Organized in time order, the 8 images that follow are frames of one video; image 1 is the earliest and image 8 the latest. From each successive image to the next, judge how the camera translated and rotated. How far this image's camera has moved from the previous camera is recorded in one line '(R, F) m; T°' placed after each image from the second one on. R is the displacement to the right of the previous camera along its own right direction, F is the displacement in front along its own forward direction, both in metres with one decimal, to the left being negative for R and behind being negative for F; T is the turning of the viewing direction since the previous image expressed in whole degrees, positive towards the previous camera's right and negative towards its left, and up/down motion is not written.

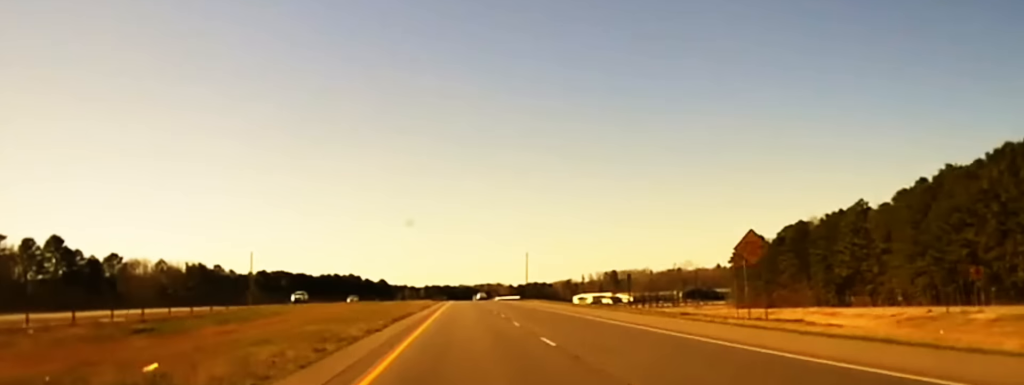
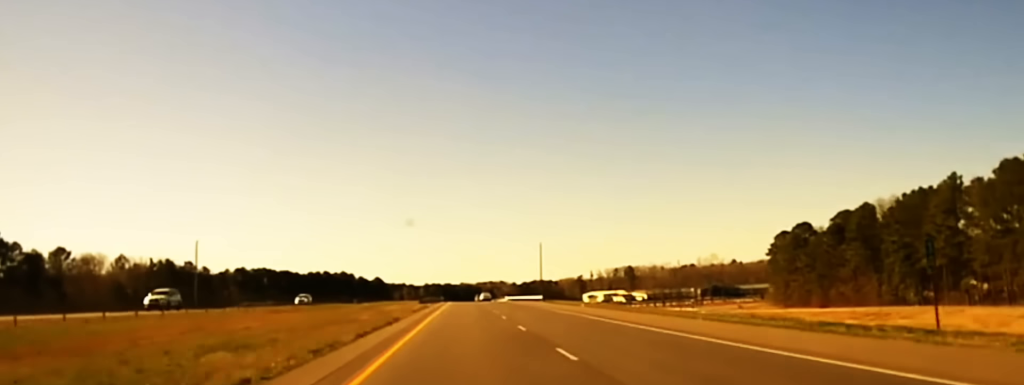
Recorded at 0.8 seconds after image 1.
(-0.2, +41.9) m; 0°
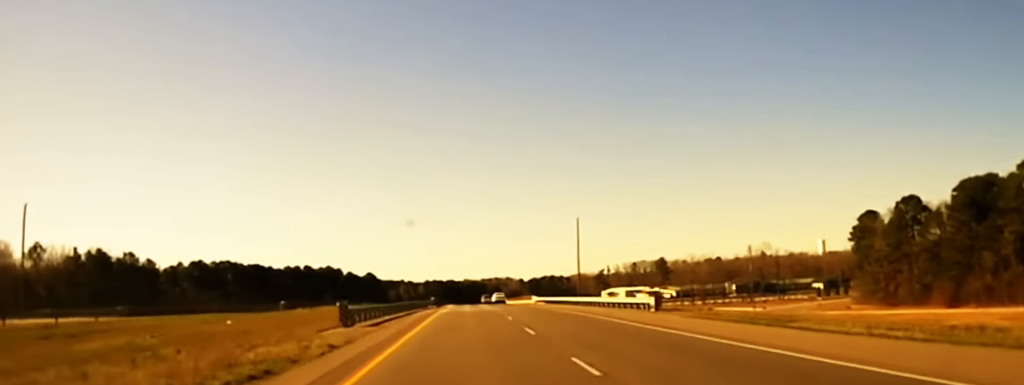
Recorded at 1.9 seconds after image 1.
(0.0, +64.7) m; 0°
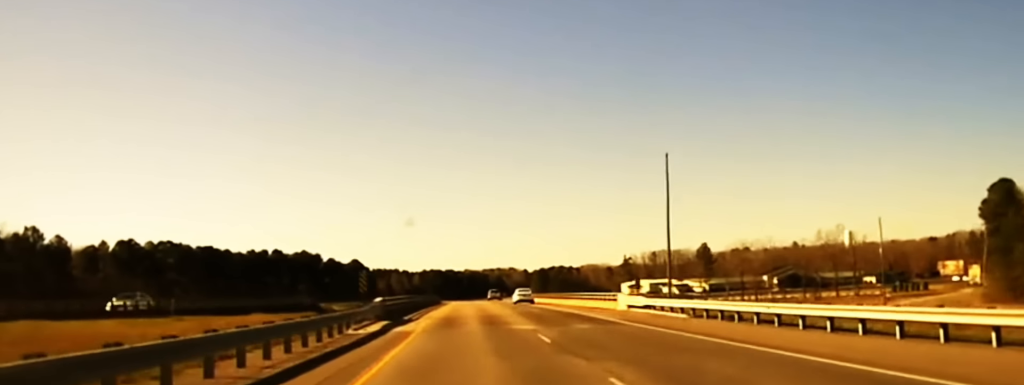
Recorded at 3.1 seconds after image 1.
(-0.2, +65.4) m; 0°
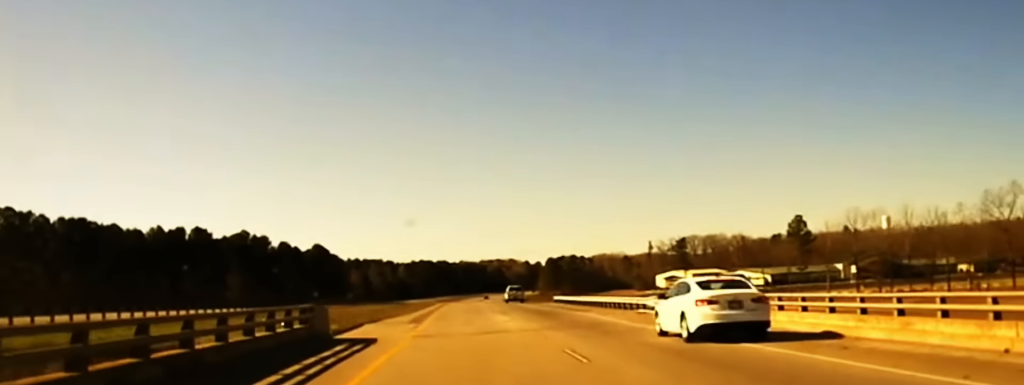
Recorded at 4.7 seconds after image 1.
(+0.7, +92.3) m; +1°
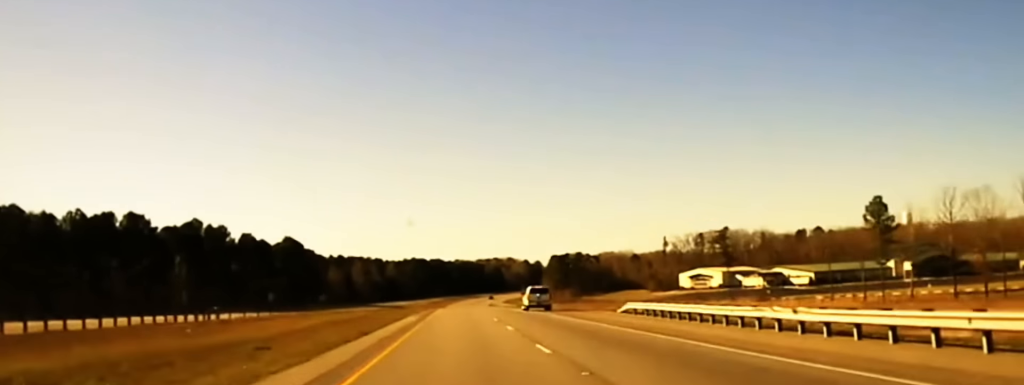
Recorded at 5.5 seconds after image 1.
(-0.2, +45.5) m; -1°
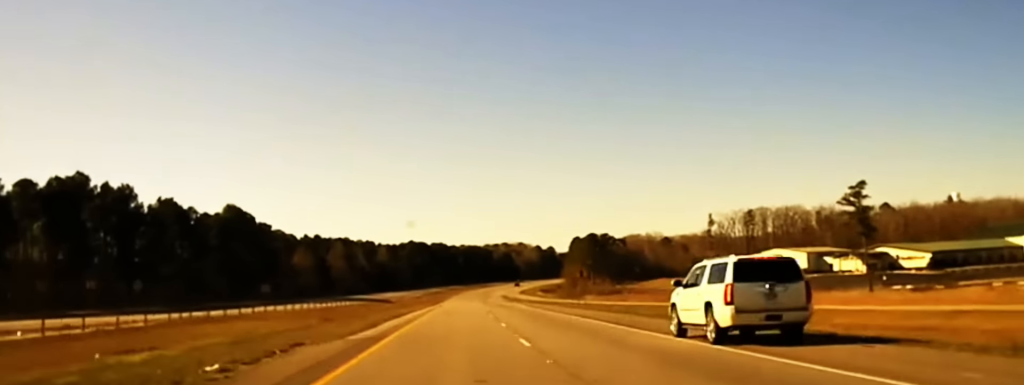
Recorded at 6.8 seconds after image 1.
(-0.4, +72.9) m; 0°
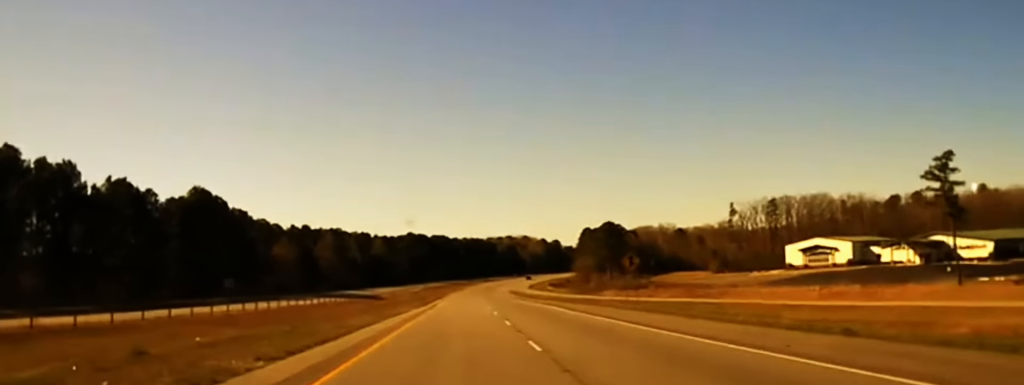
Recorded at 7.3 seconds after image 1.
(0.0, +27.1) m; 0°
